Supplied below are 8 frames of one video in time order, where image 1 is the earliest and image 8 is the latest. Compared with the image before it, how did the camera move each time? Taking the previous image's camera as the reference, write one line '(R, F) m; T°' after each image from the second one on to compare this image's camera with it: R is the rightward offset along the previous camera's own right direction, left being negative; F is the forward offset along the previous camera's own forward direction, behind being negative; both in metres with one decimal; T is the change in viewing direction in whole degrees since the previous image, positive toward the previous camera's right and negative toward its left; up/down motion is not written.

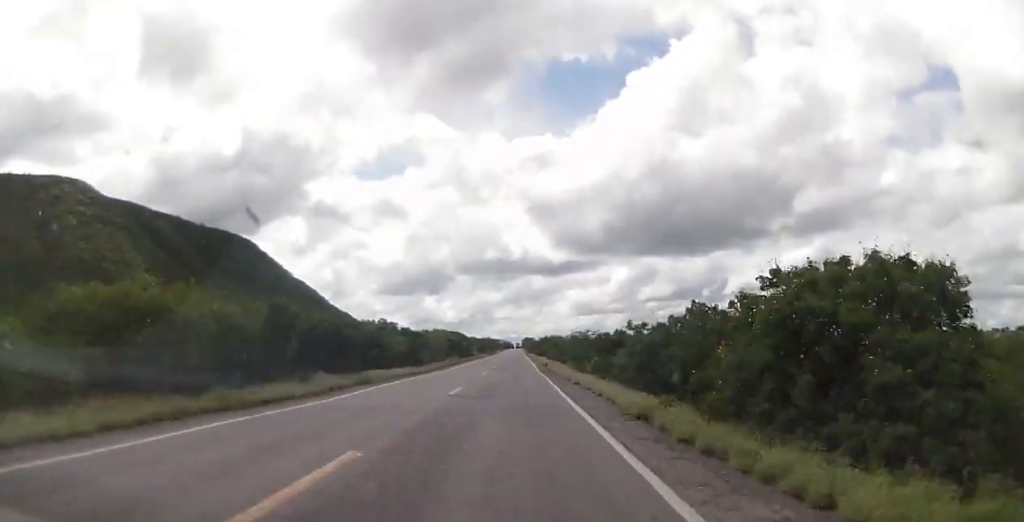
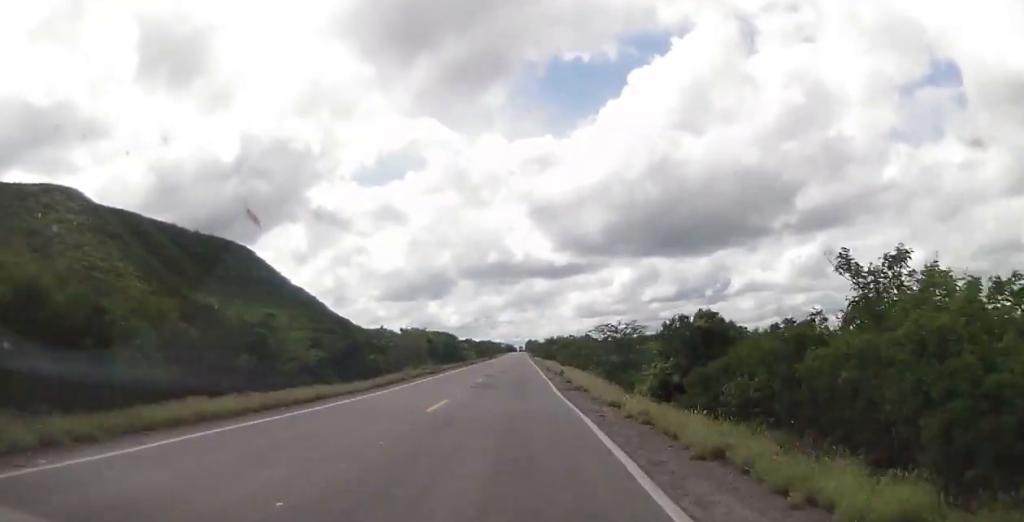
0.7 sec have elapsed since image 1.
(-0.1, +21.0) m; 0°
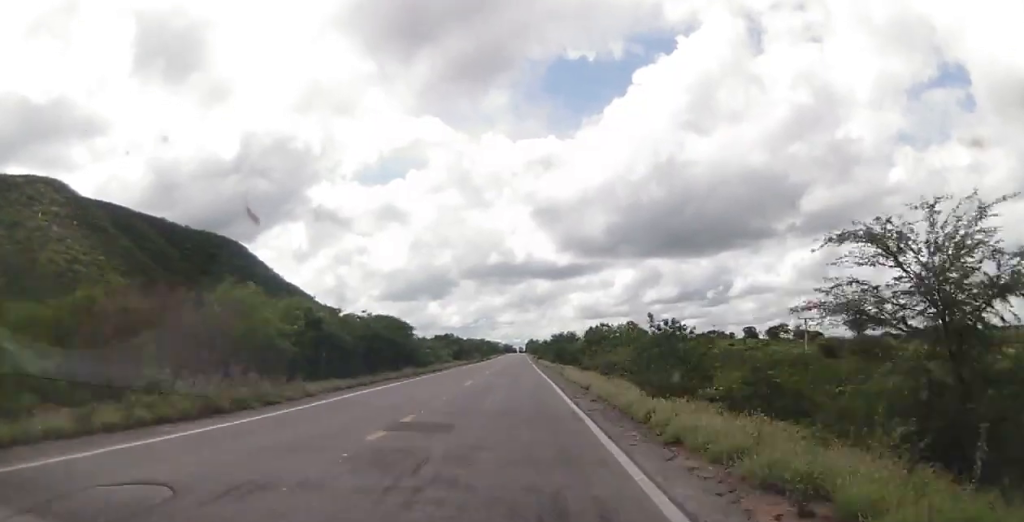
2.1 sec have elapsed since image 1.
(+0.4, +38.8) m; -1°
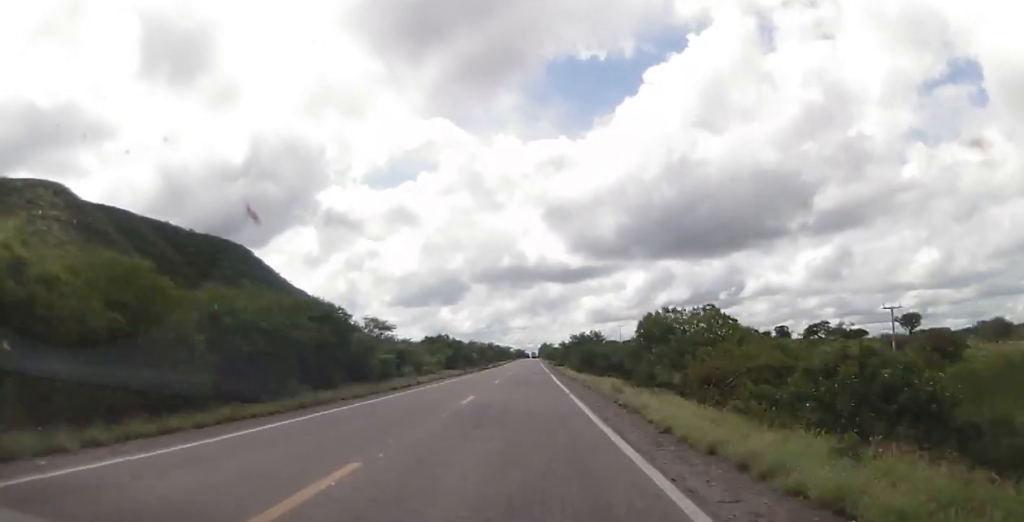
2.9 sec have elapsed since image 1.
(-0.7, +21.8) m; -1°
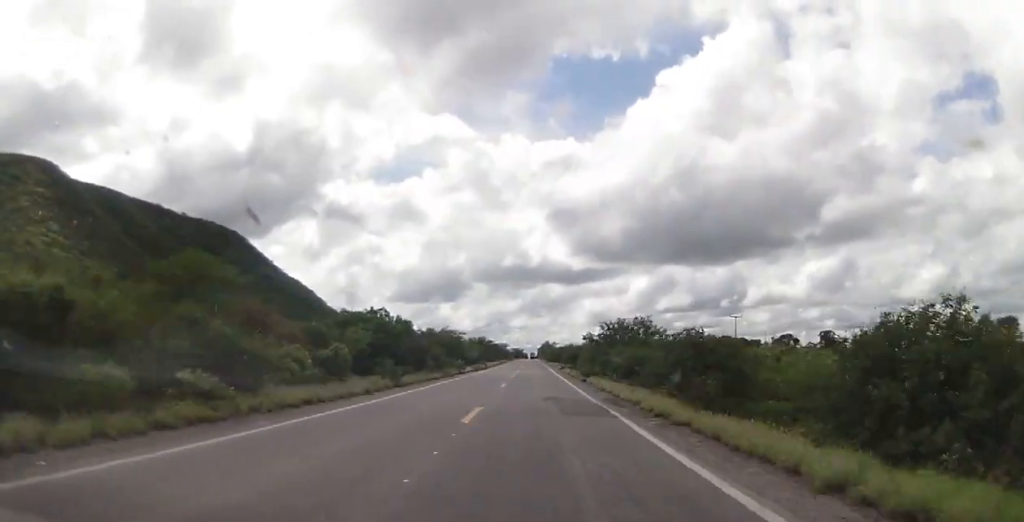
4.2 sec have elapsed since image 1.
(+0.1, +38.8) m; 0°
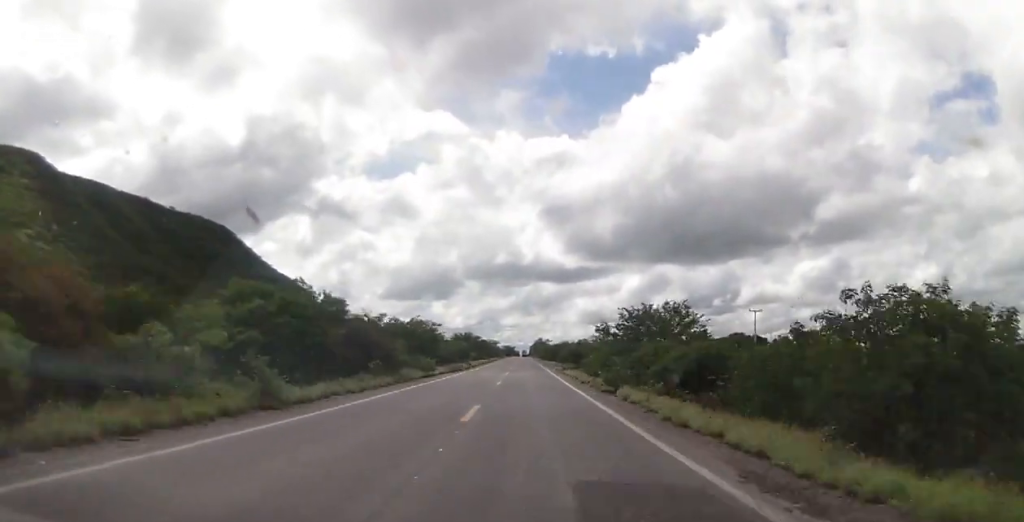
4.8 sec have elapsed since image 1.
(-0.3, +16.2) m; 0°
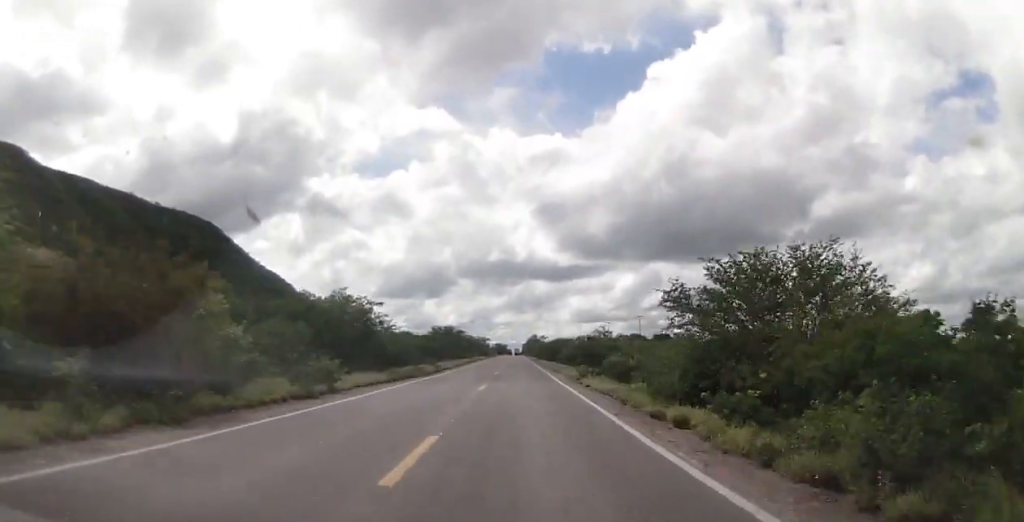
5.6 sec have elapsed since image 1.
(+0.1, +23.0) m; +1°
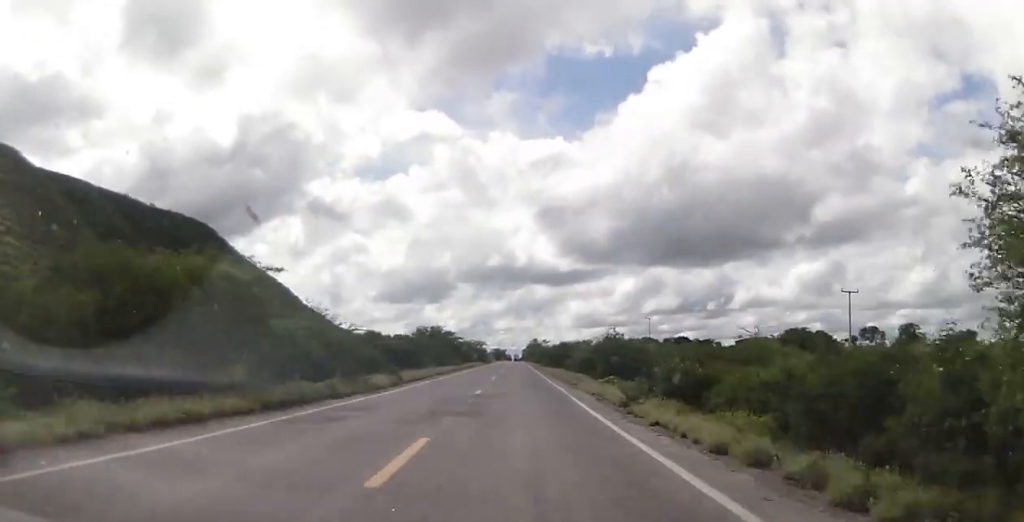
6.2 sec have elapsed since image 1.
(+0.3, +16.3) m; +1°
